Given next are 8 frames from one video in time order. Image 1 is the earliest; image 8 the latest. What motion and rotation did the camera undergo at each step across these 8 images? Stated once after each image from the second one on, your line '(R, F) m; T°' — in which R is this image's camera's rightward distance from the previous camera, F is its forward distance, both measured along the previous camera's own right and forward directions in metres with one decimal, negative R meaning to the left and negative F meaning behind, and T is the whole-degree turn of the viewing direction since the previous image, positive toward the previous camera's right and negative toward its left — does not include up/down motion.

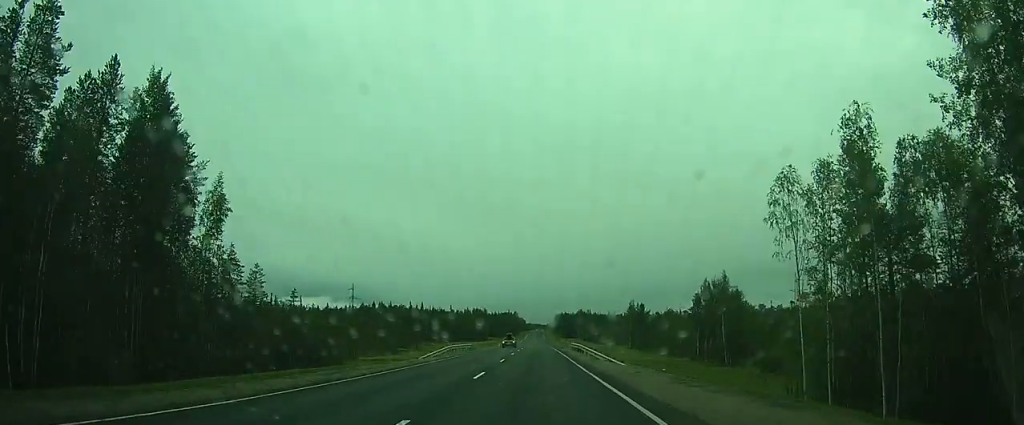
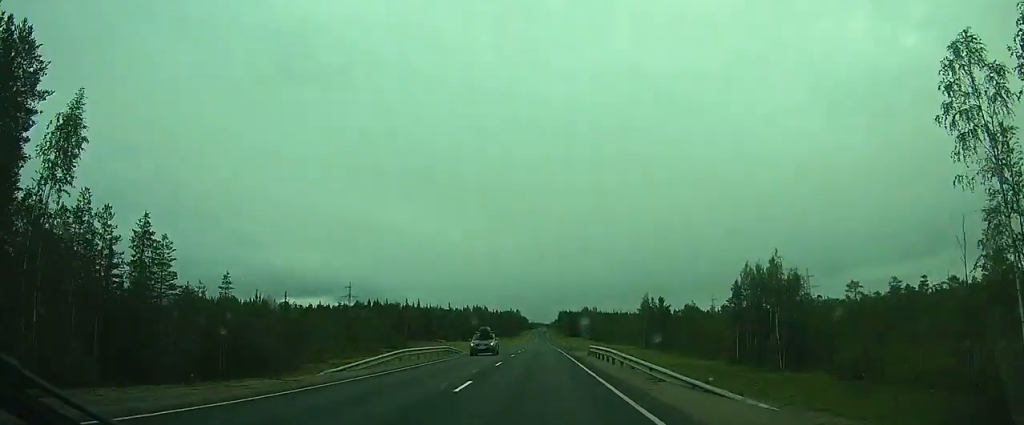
(0.0, +16.1) m; -1°
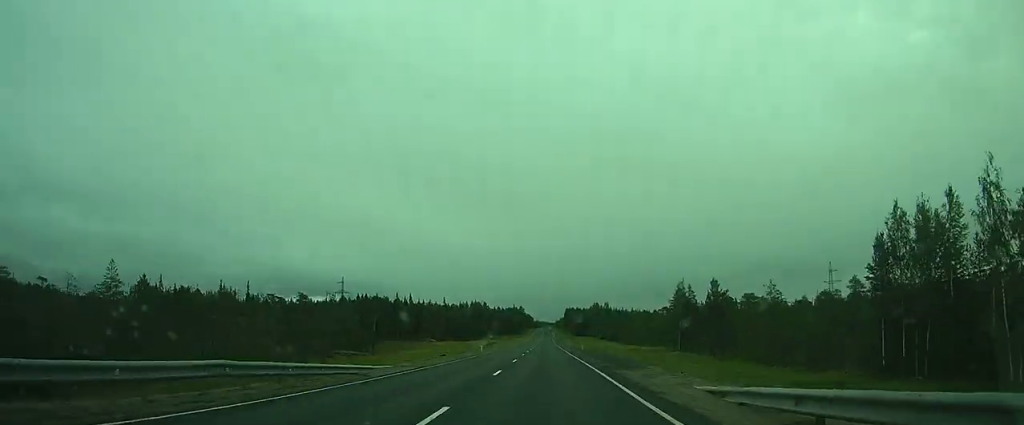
(-0.5, +28.5) m; -2°
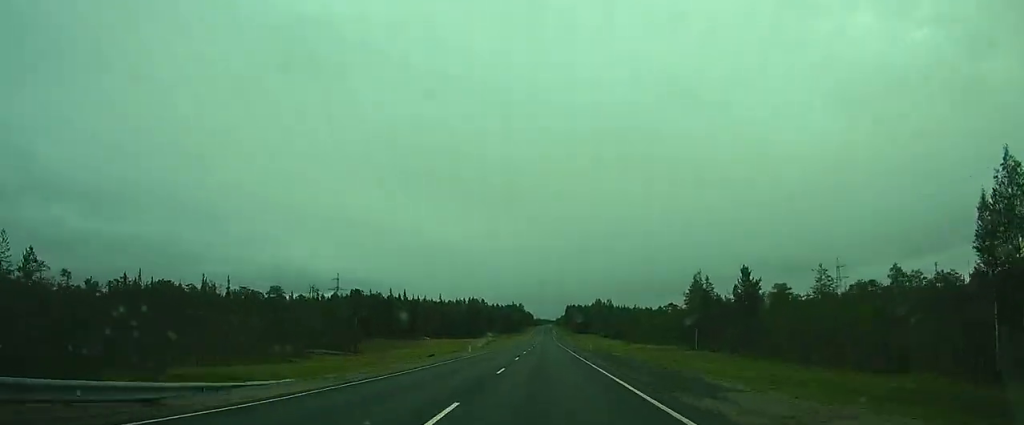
(0.0, +10.5) m; 0°
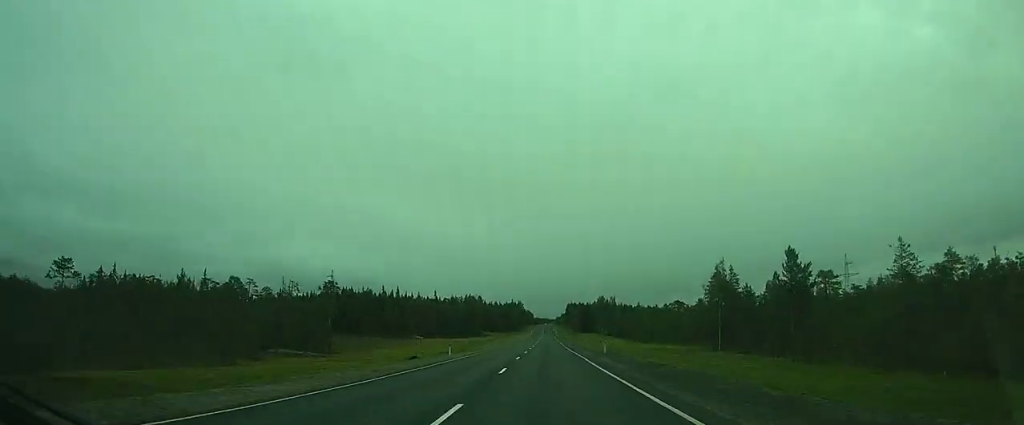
(+0.1, +11.2) m; 0°
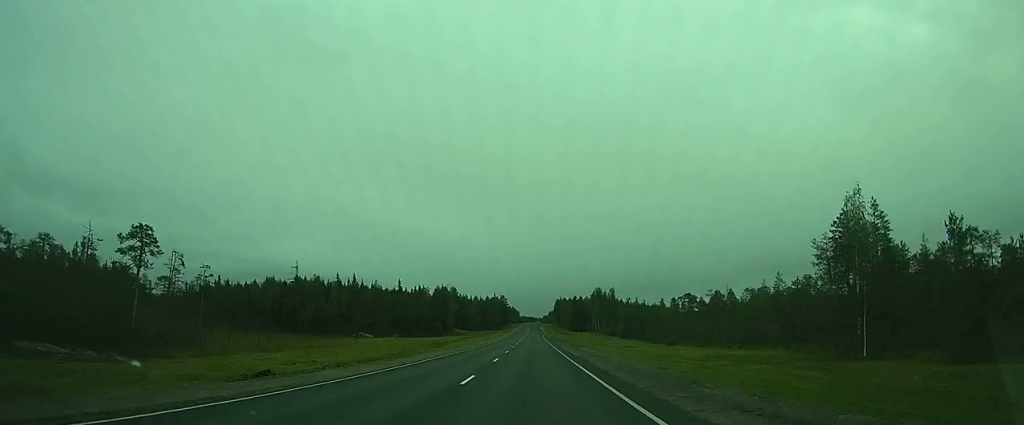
(+0.2, +37.0) m; +2°
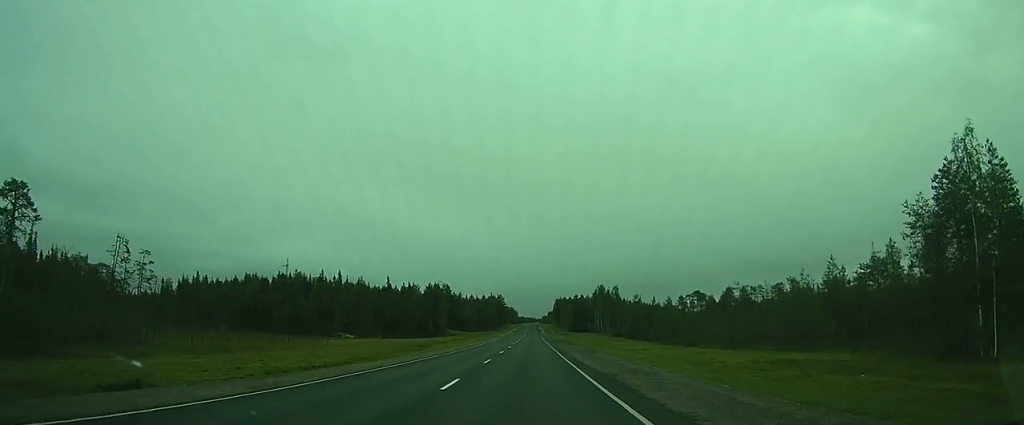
(+0.1, +12.9) m; 0°
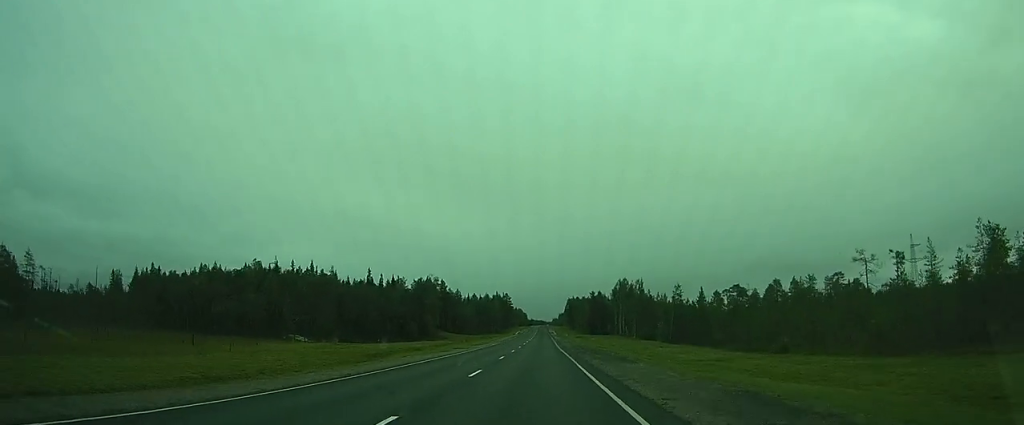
(-0.2, +30.0) m; -1°
